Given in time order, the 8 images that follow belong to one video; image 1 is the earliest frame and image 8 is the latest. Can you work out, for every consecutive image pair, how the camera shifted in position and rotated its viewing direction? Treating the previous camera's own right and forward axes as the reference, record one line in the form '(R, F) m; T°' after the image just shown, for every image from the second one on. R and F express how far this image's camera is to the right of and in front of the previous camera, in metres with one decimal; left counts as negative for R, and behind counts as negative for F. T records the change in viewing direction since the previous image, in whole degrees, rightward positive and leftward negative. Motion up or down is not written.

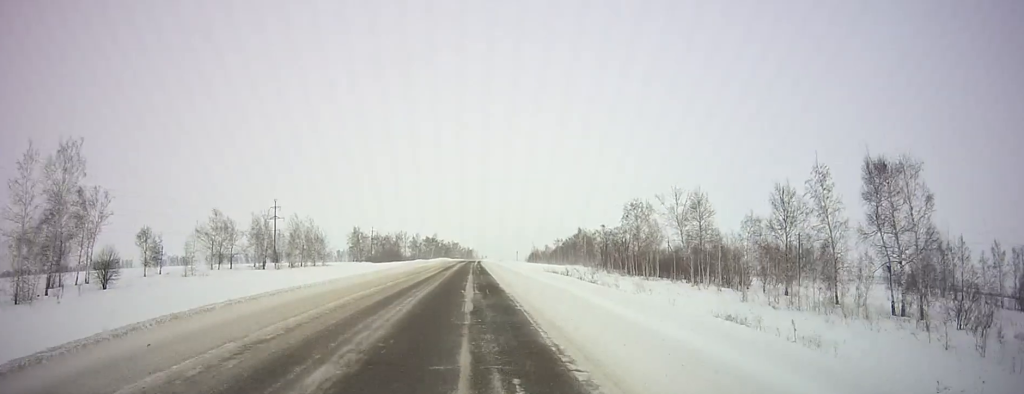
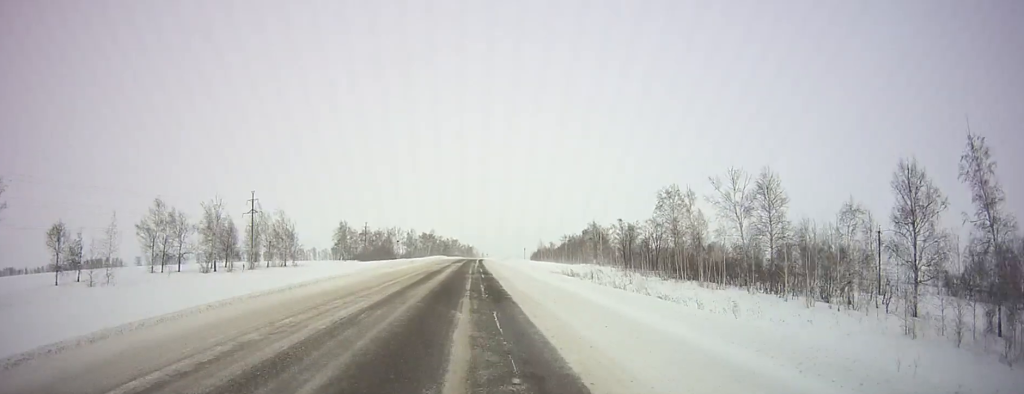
(+0.1, +22.2) m; 0°
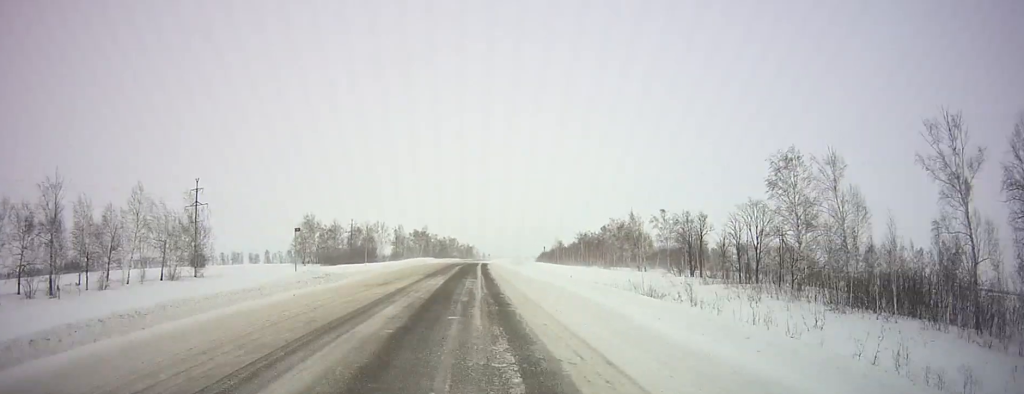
(+0.1, +39.9) m; +1°
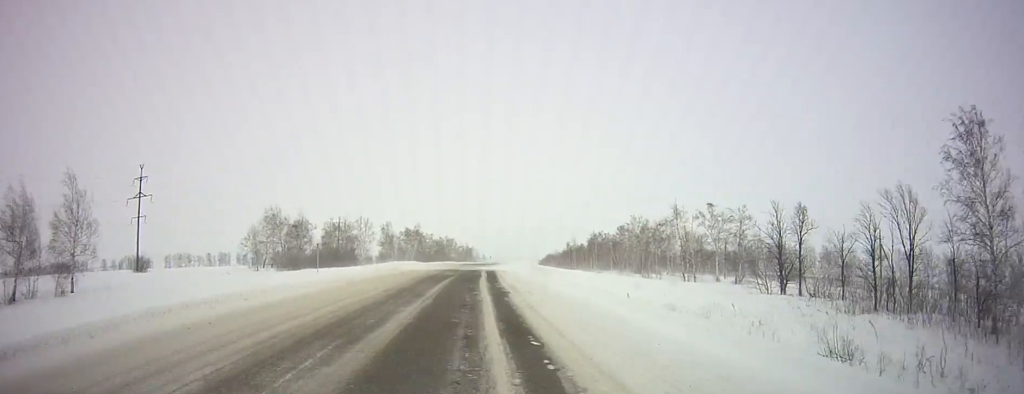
(+0.2, +27.9) m; 0°
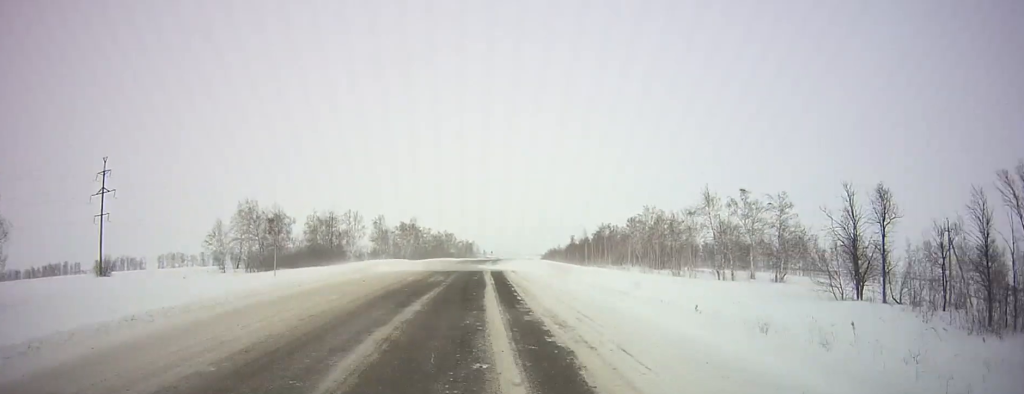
(0.0, +13.9) m; 0°
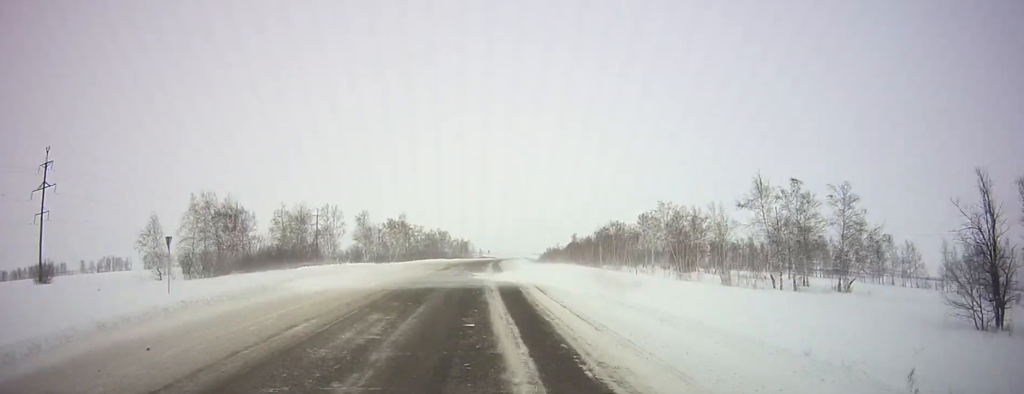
(-0.2, +17.7) m; 0°
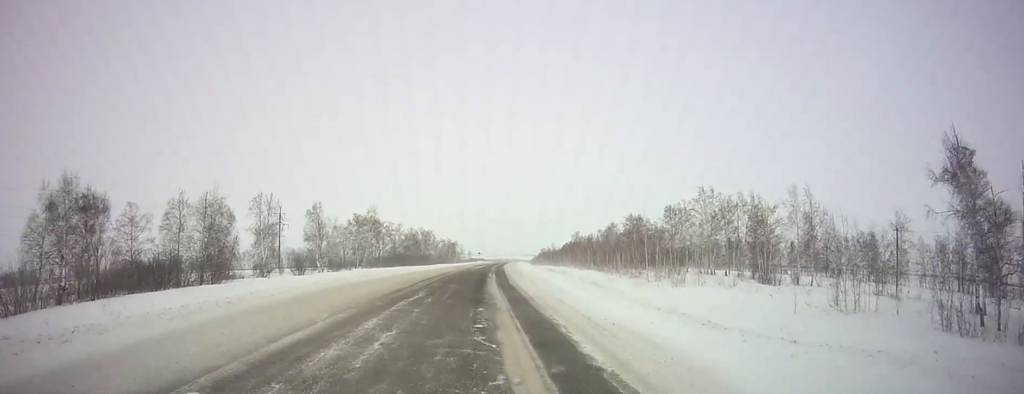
(+0.3, +34.4) m; +1°
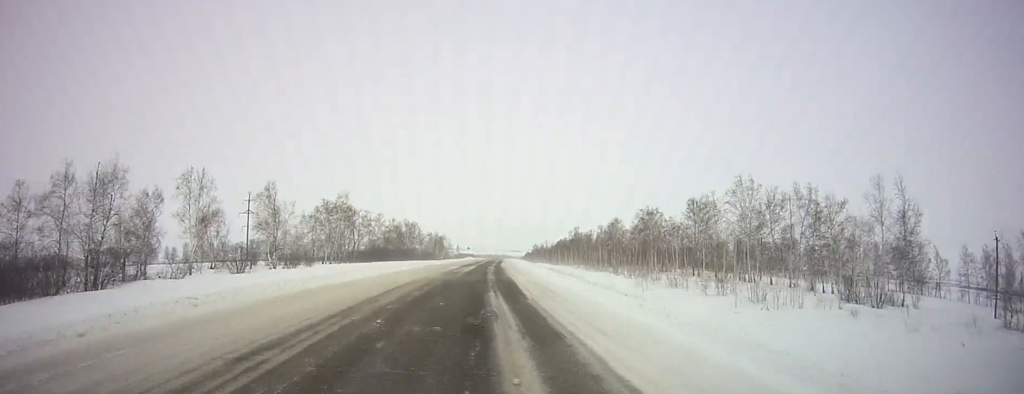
(+0.1, +21.5) m; +1°
